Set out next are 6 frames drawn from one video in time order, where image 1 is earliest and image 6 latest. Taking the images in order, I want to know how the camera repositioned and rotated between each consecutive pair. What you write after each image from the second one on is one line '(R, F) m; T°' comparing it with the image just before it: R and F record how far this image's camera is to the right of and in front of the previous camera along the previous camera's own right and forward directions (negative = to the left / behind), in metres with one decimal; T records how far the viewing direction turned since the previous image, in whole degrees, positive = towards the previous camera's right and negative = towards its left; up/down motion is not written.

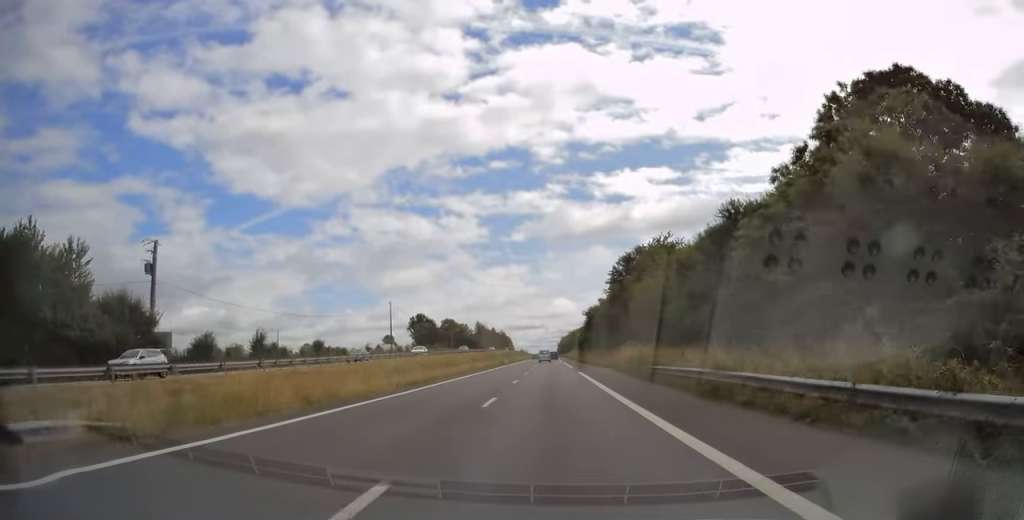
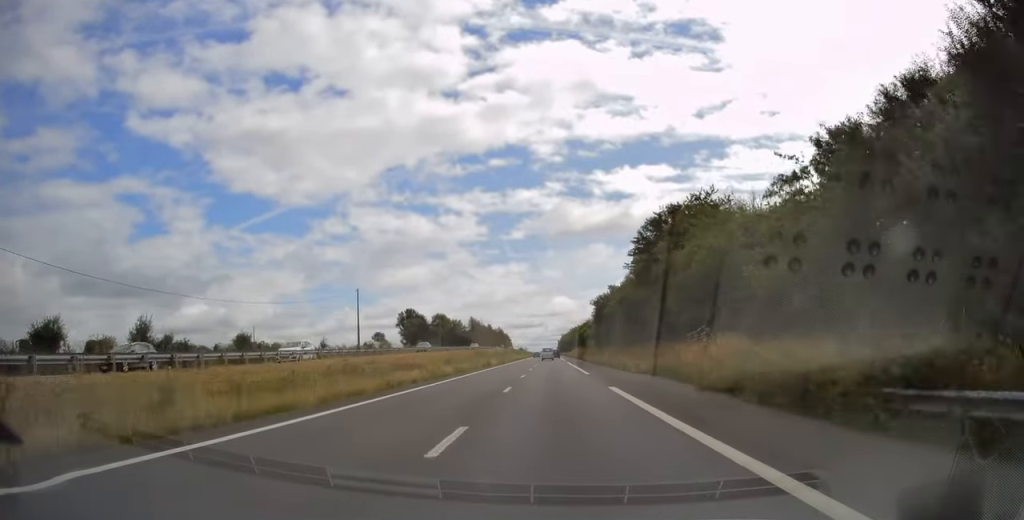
(-0.1, +20.0) m; 0°
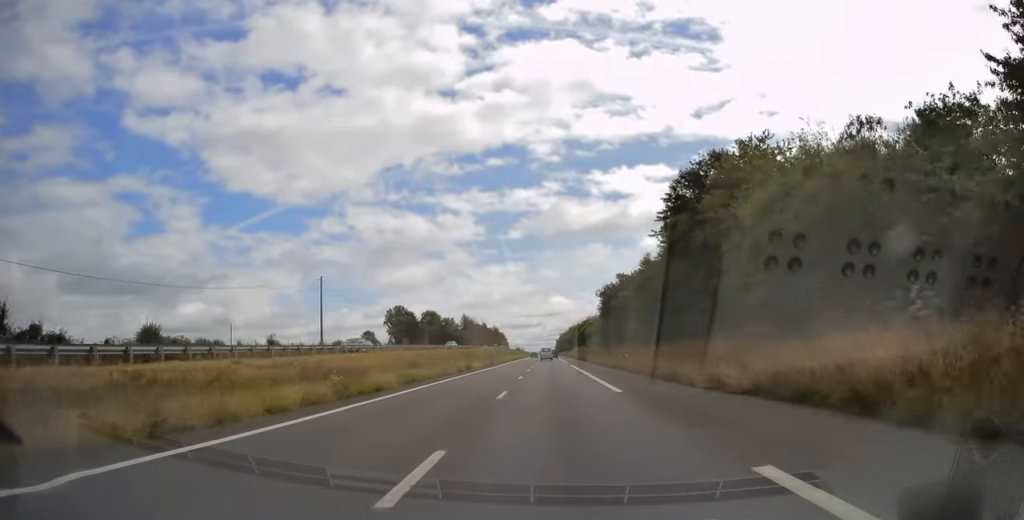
(0.0, +14.9) m; 0°
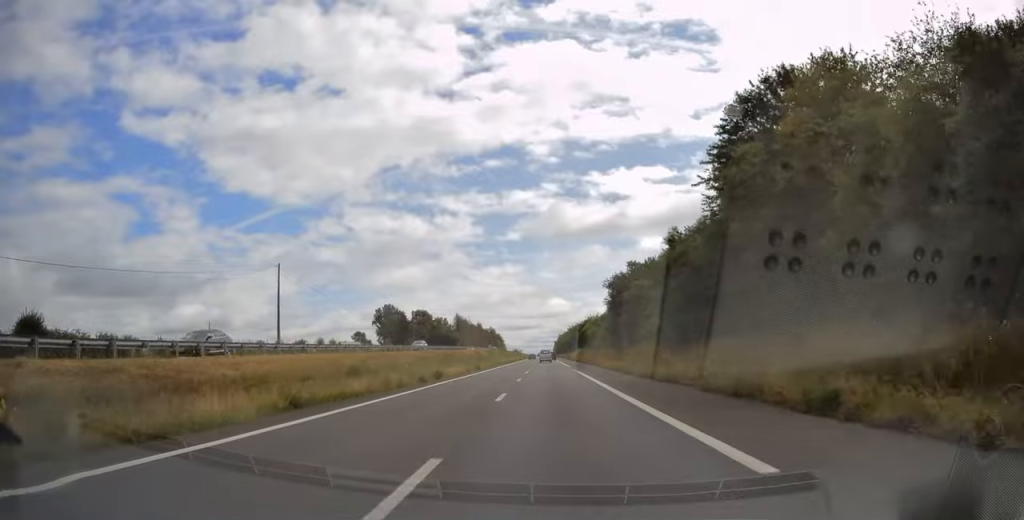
(-0.1, +12.8) m; 0°
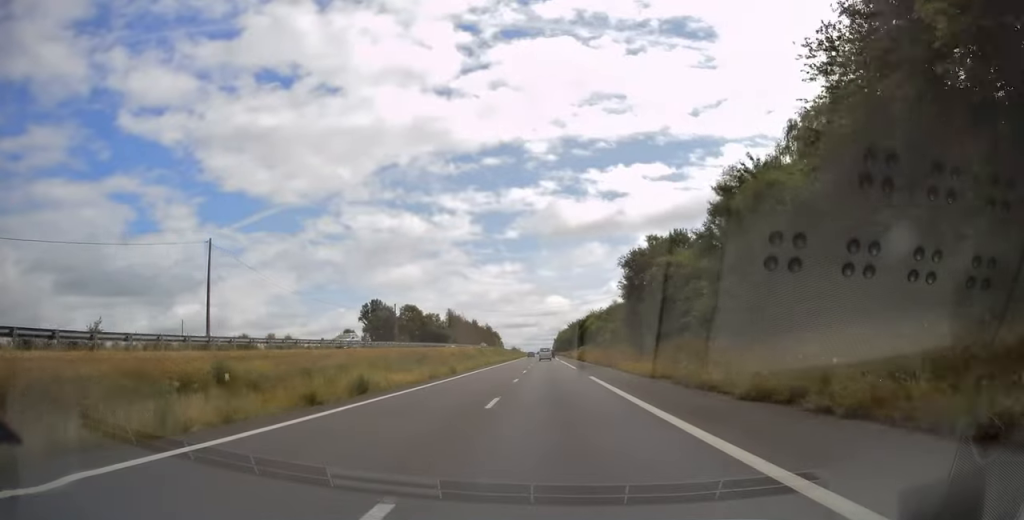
(+0.2, +14.9) m; 0°
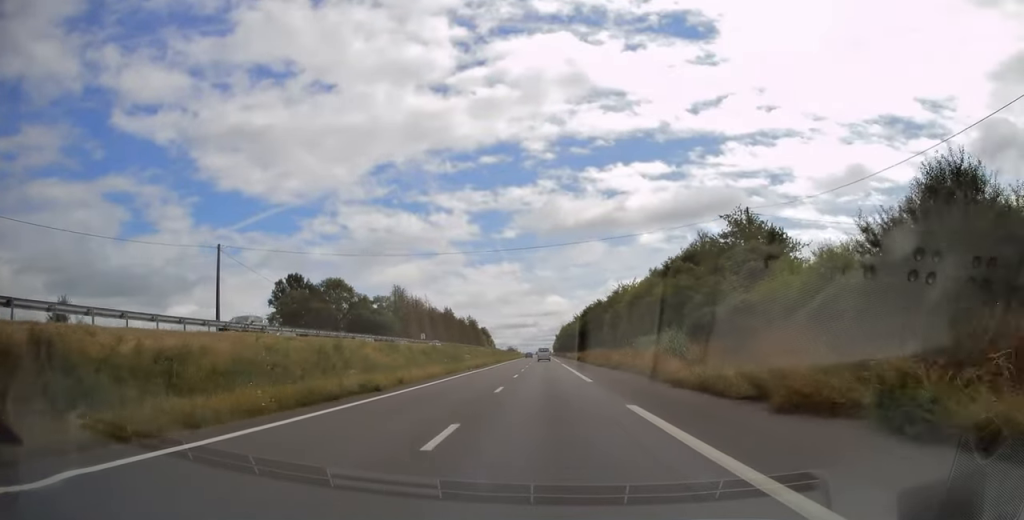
(+0.1, +68.0) m; 0°
